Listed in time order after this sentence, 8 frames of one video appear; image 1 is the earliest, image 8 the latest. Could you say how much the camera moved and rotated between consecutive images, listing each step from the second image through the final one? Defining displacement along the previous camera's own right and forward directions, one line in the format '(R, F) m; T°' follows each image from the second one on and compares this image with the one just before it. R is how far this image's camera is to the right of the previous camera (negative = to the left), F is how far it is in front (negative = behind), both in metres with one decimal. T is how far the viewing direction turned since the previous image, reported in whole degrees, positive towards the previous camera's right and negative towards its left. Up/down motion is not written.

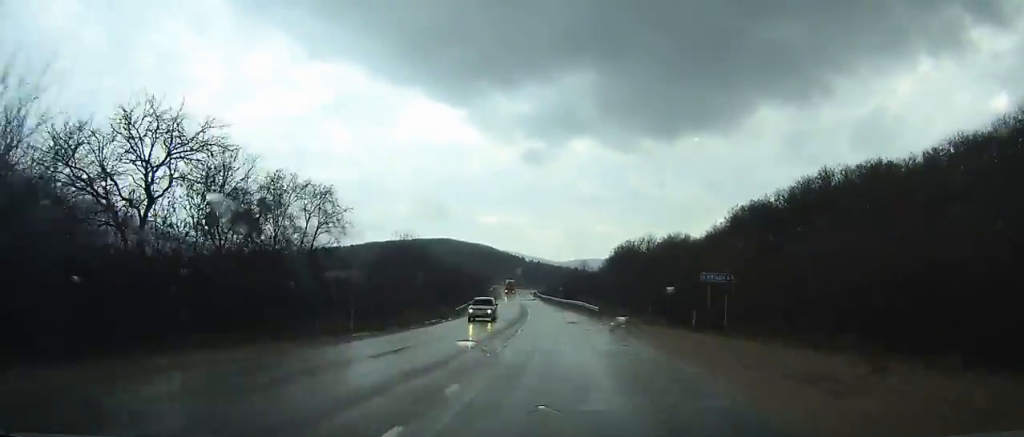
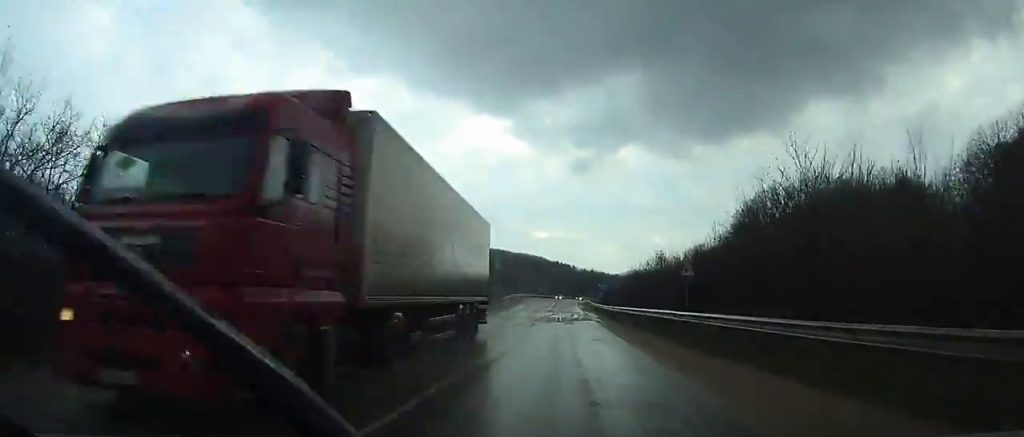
(-3.6, +82.8) m; -4°
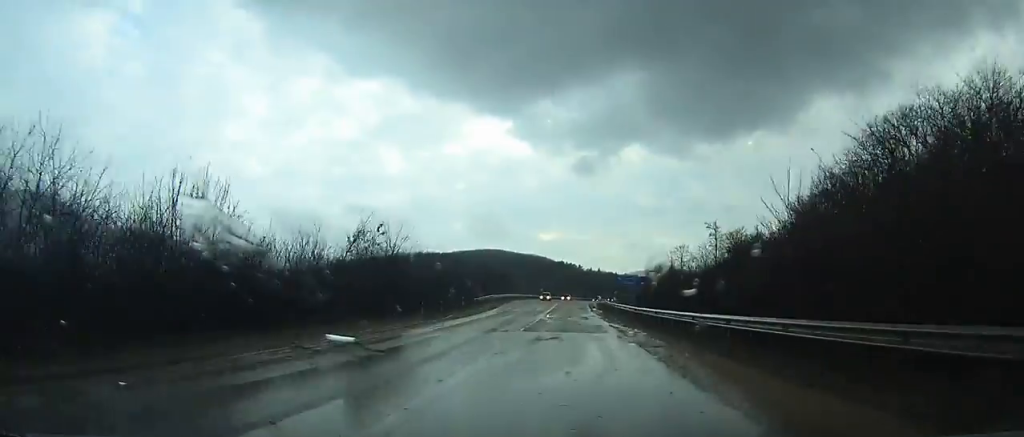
(-0.3, +34.1) m; 0°
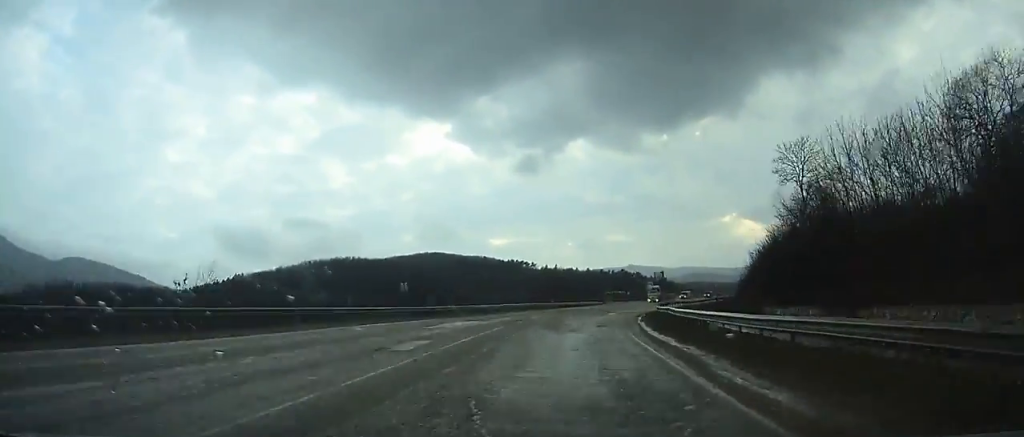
(+3.5, +107.8) m; +9°
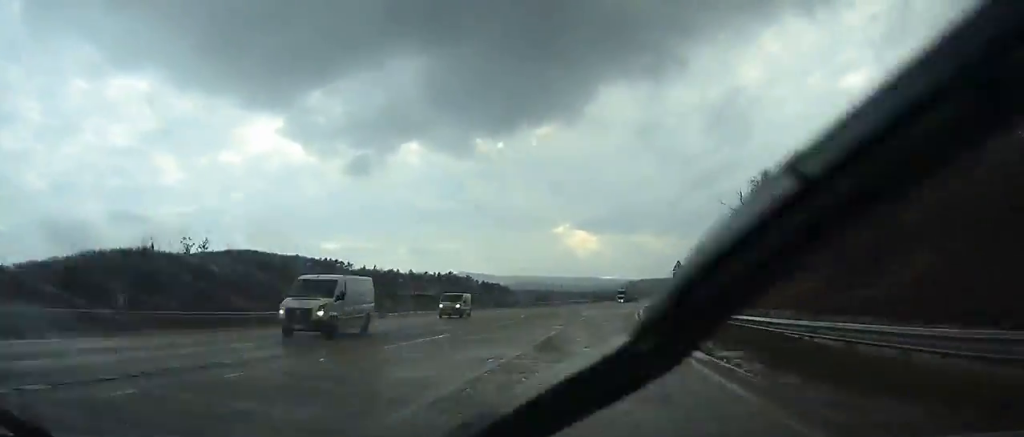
(+8.4, +74.4) m; +14°
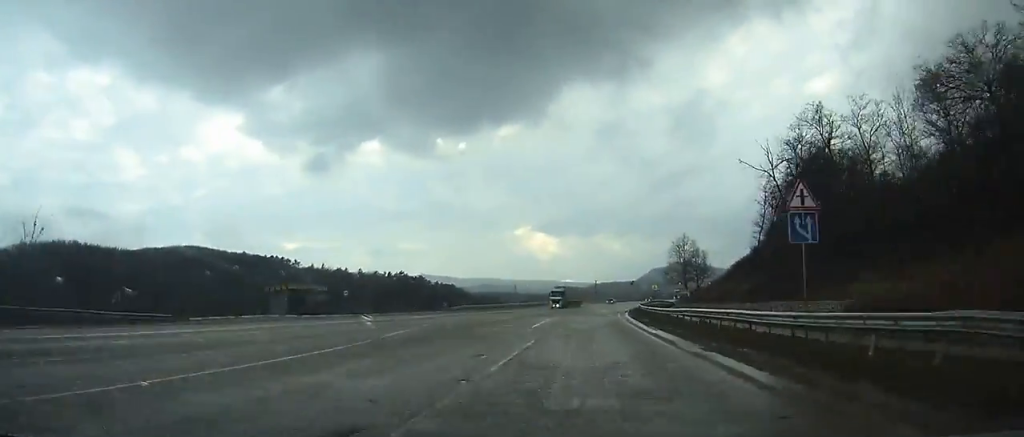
(+1.8, +27.4) m; +3°
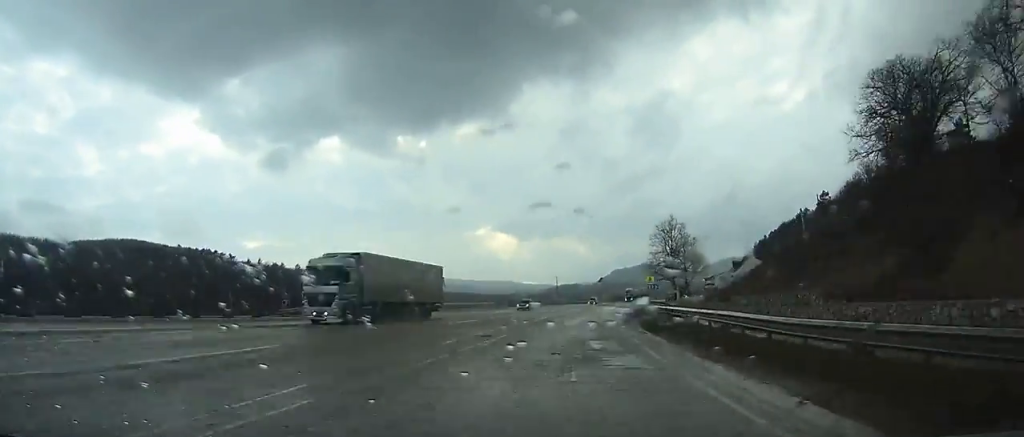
(+1.6, +41.7) m; +5°
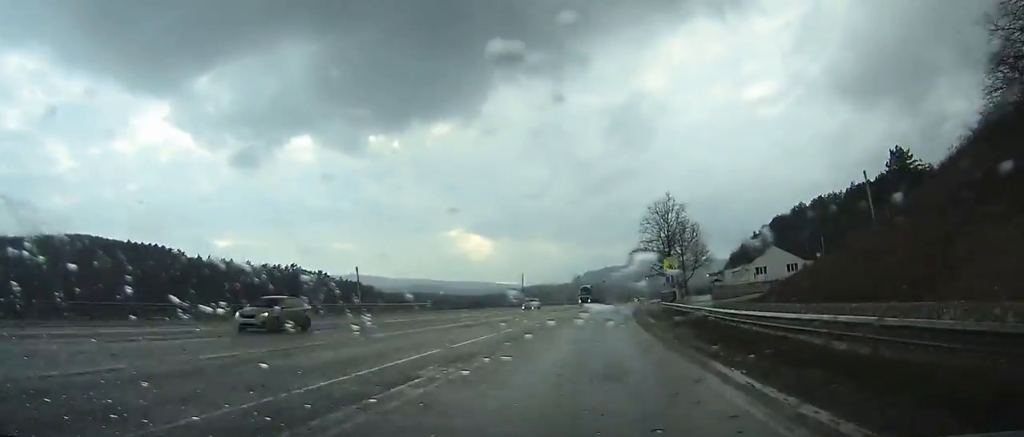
(+1.1, +30.9) m; +3°
